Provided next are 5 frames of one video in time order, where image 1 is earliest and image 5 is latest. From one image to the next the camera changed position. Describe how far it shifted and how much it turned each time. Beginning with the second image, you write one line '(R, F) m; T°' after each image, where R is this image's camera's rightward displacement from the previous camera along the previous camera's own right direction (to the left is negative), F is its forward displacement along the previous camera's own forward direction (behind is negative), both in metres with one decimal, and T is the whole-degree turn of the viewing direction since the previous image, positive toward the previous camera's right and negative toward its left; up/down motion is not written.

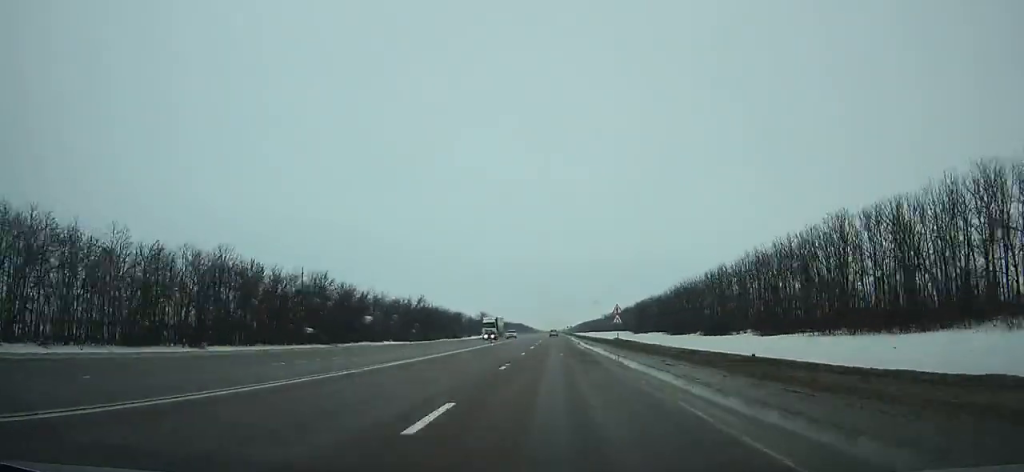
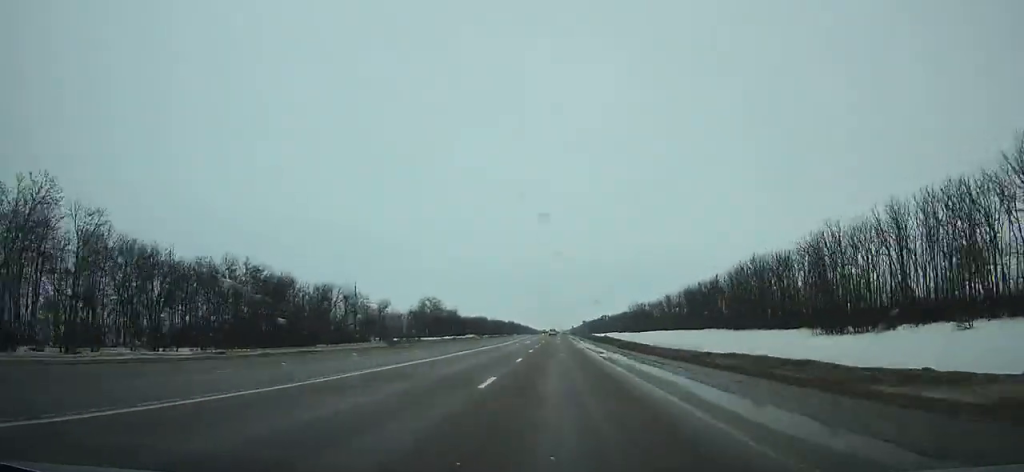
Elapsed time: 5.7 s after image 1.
(-0.4, +149.9) m; 0°
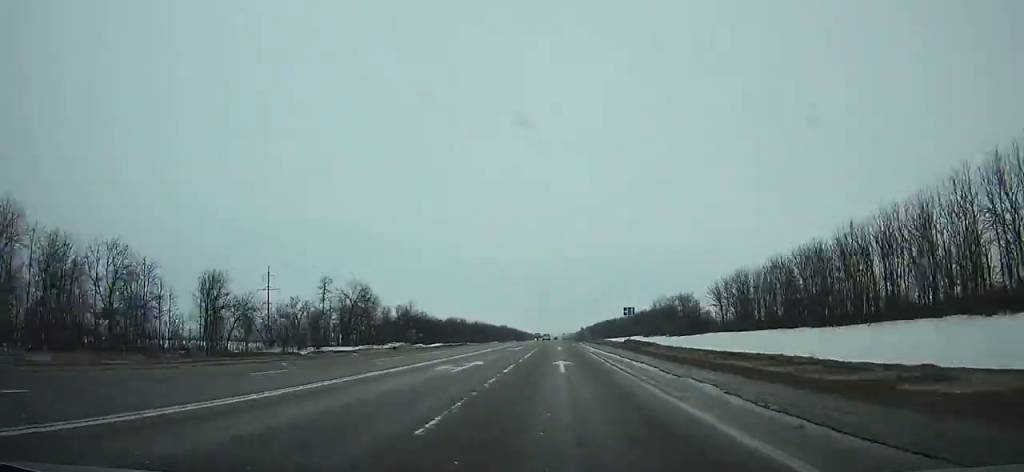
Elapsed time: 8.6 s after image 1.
(+0.1, +76.3) m; 0°
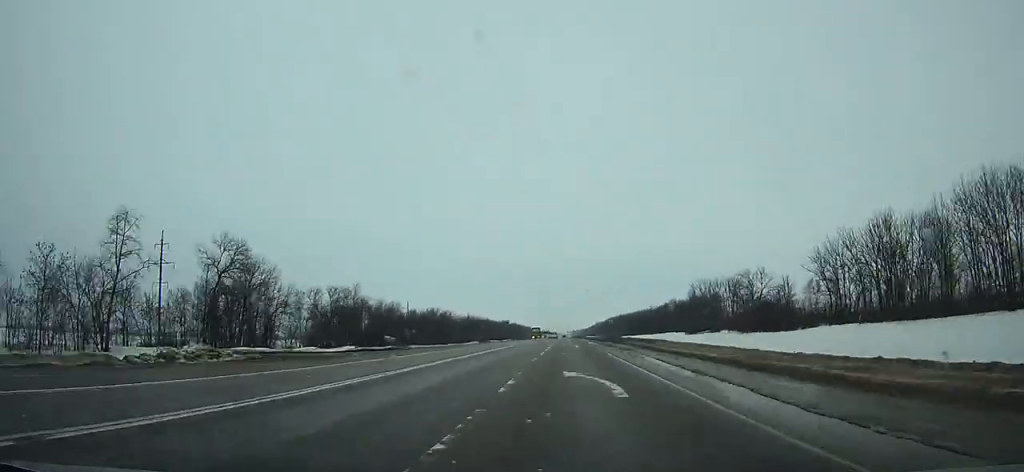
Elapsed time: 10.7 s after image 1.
(-0.4, +55.6) m; 0°
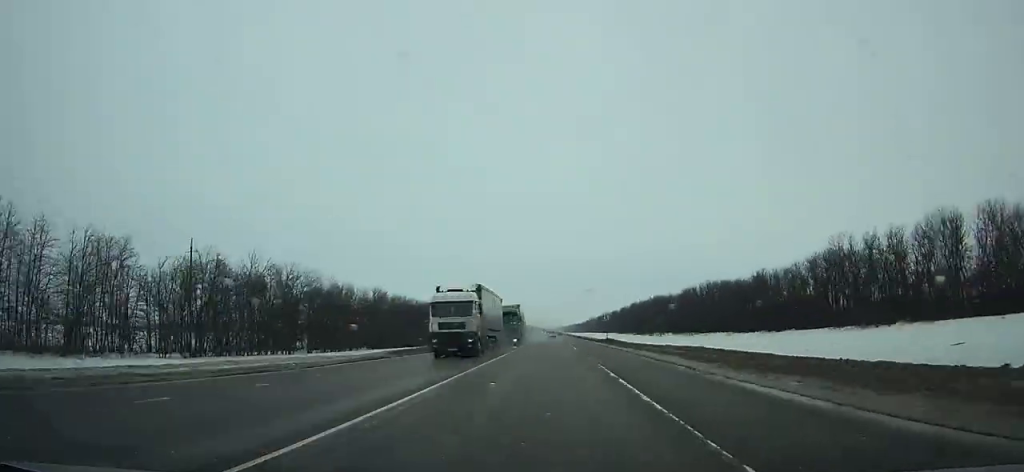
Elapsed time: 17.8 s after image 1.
(+0.7, +191.6) m; +1°
